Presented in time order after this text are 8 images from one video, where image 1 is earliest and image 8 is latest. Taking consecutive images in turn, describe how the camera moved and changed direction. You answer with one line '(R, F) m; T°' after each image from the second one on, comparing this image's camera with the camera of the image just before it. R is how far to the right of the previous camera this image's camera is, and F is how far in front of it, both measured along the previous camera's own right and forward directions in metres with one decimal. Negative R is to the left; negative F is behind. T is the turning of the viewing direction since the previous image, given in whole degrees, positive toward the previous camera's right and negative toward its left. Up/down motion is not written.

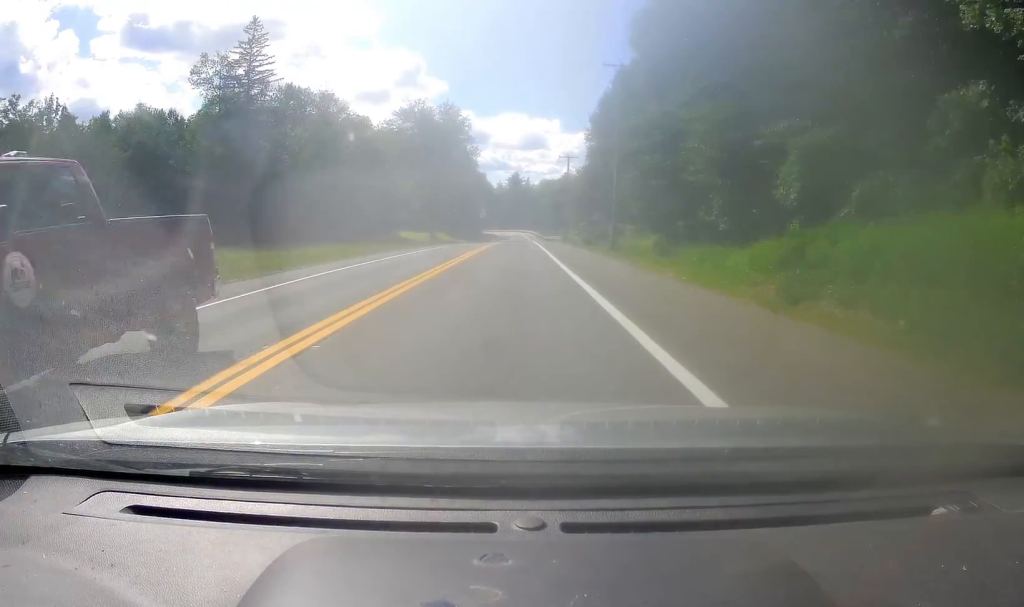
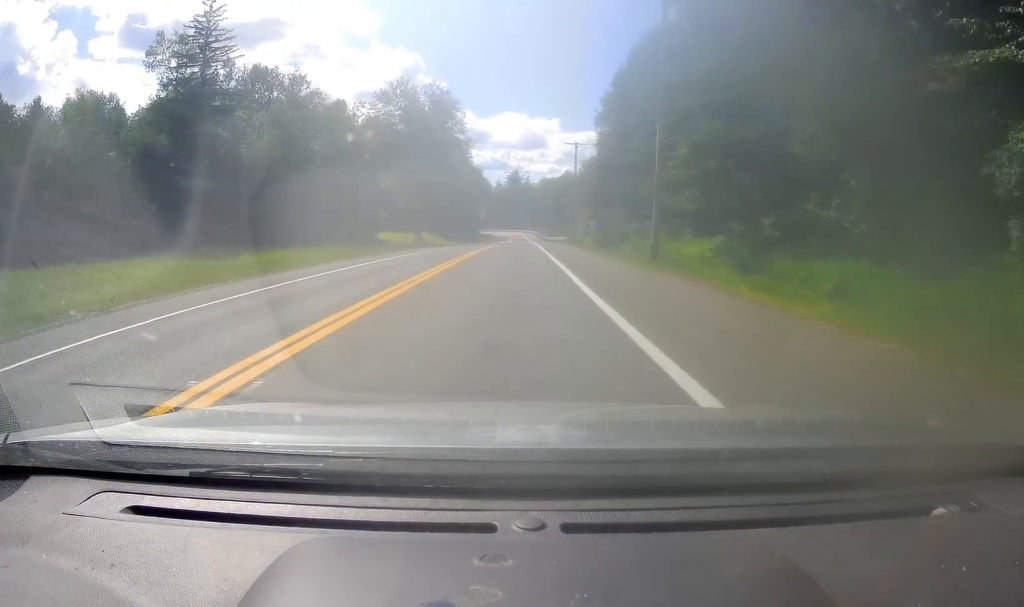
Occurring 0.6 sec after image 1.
(-0.2, +12.8) m; -1°
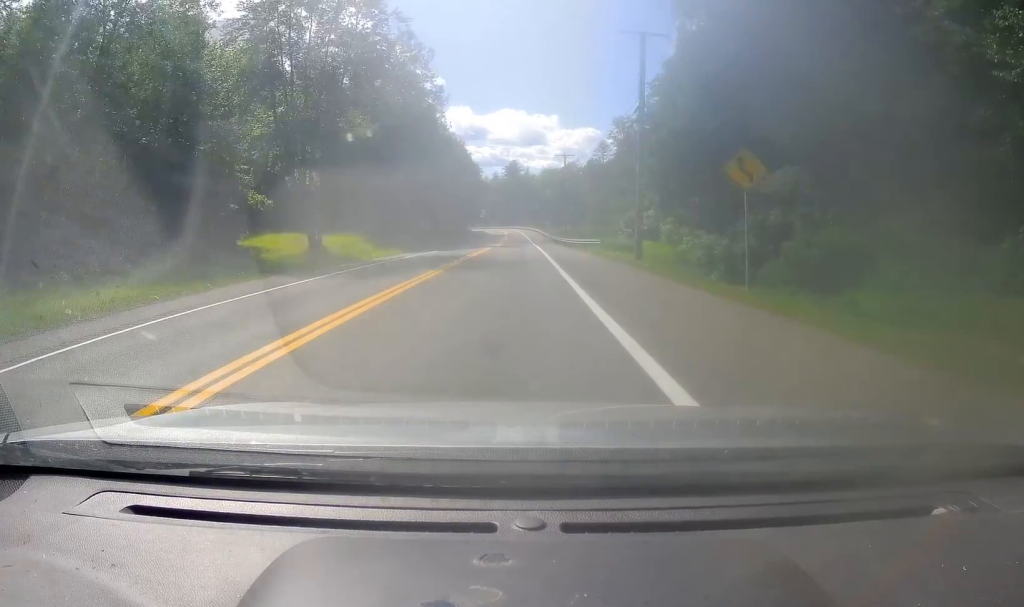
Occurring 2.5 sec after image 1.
(+0.9, +39.9) m; +2°
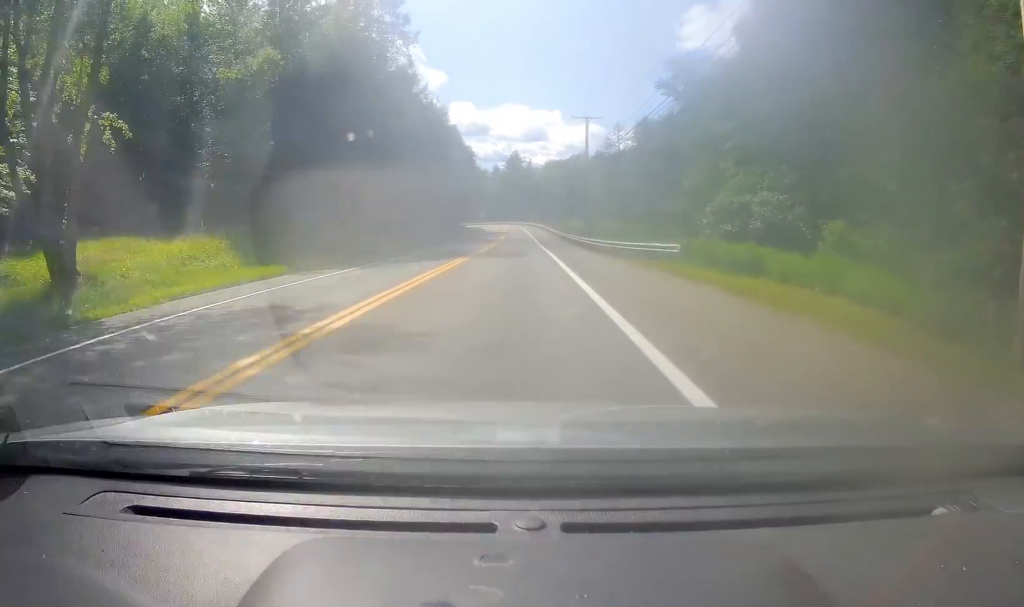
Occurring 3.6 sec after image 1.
(-0.2, +24.4) m; -1°
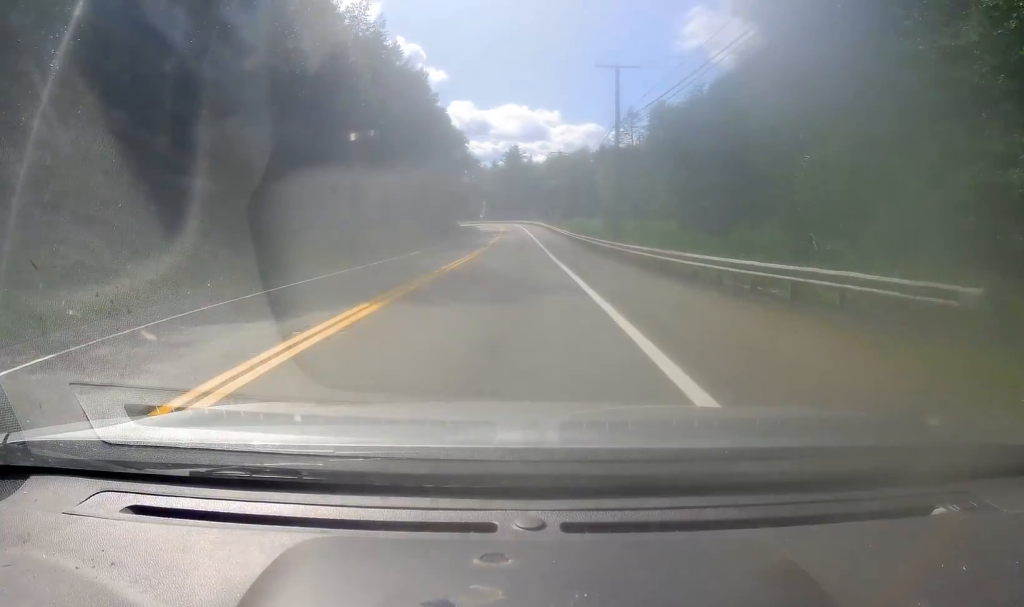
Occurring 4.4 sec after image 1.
(-0.3, +17.3) m; 0°
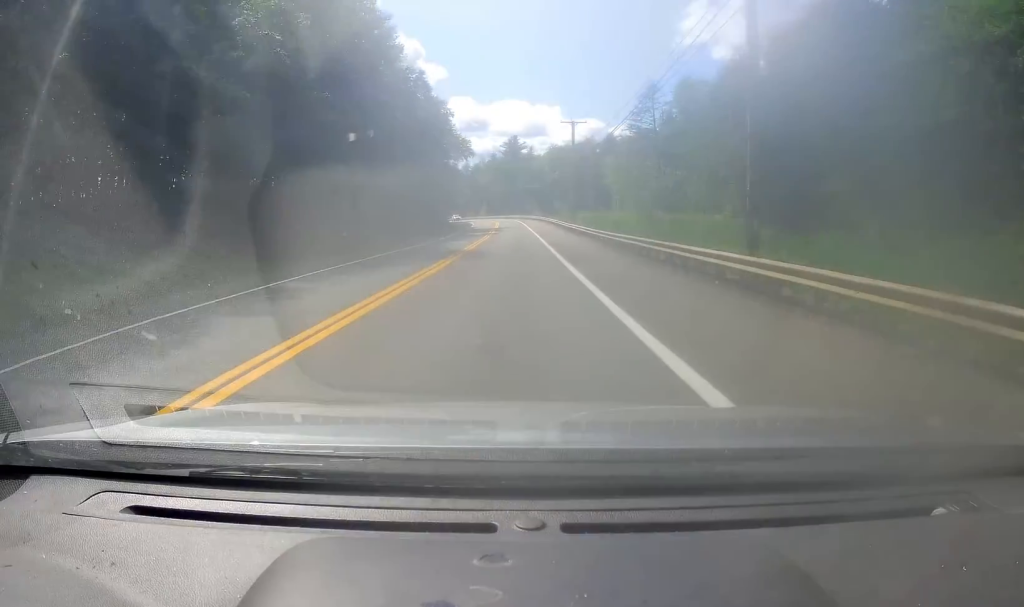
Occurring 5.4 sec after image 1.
(+0.4, +21.8) m; +1°
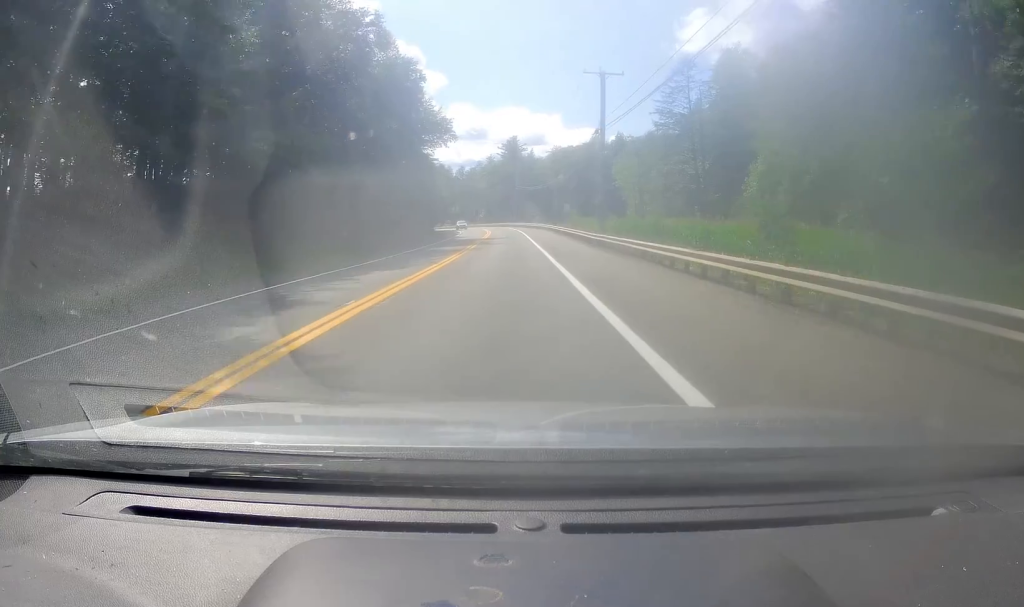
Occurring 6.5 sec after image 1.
(-0.1, +23.5) m; -1°
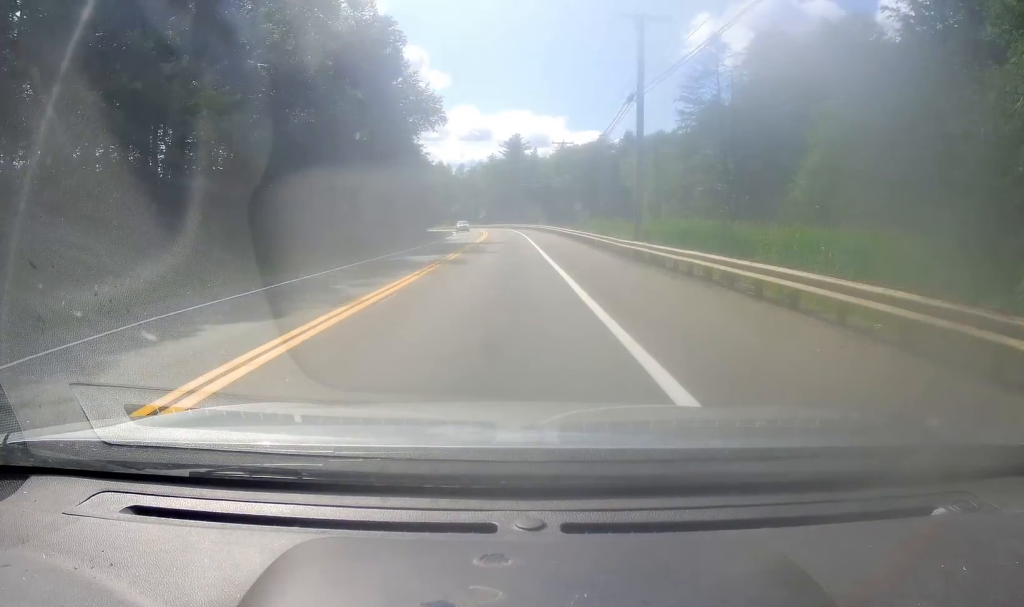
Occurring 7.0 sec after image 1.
(-0.2, +12.3) m; -1°
